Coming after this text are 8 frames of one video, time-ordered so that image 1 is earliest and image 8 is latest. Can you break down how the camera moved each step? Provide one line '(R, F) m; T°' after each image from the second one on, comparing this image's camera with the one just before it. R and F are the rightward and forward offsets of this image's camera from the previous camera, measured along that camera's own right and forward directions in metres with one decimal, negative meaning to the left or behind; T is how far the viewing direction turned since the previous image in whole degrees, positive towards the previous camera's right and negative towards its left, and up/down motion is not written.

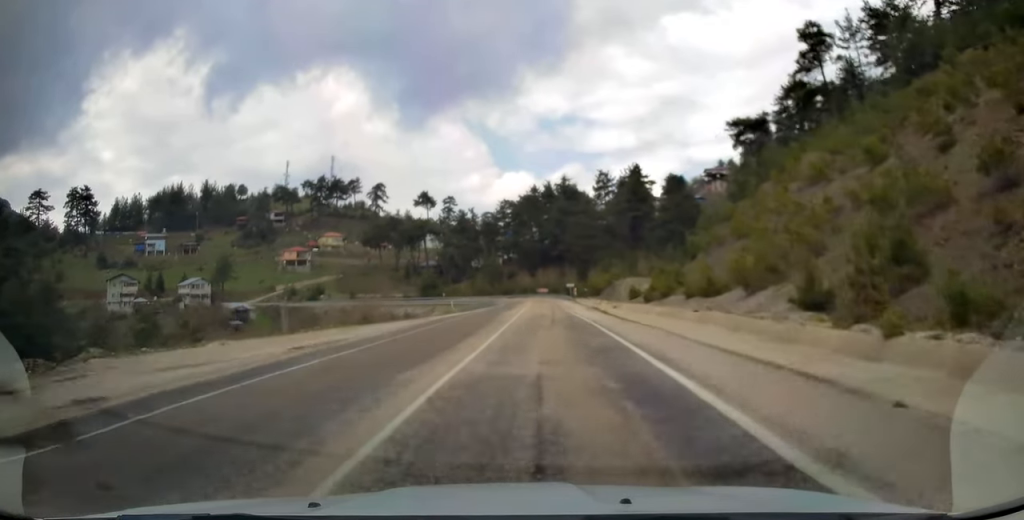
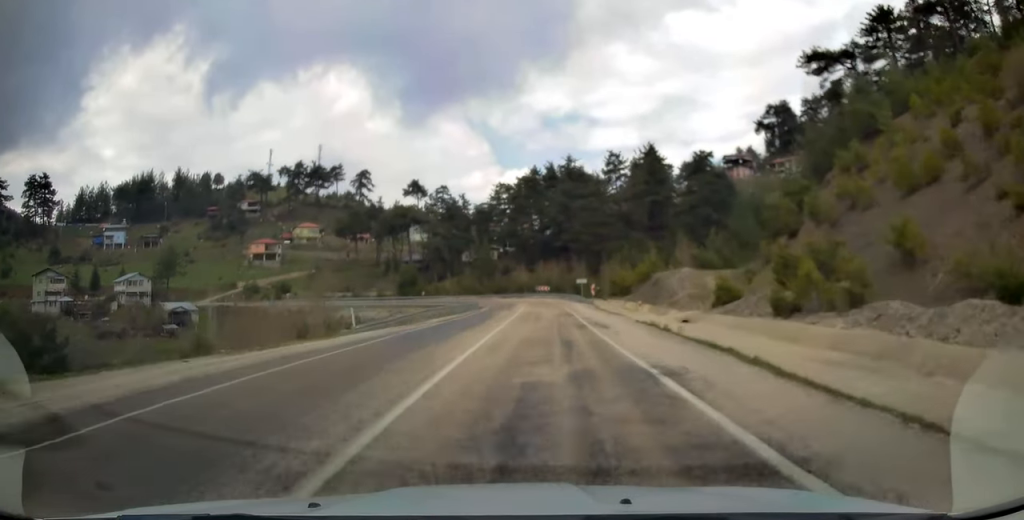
(+0.1, +29.3) m; 0°
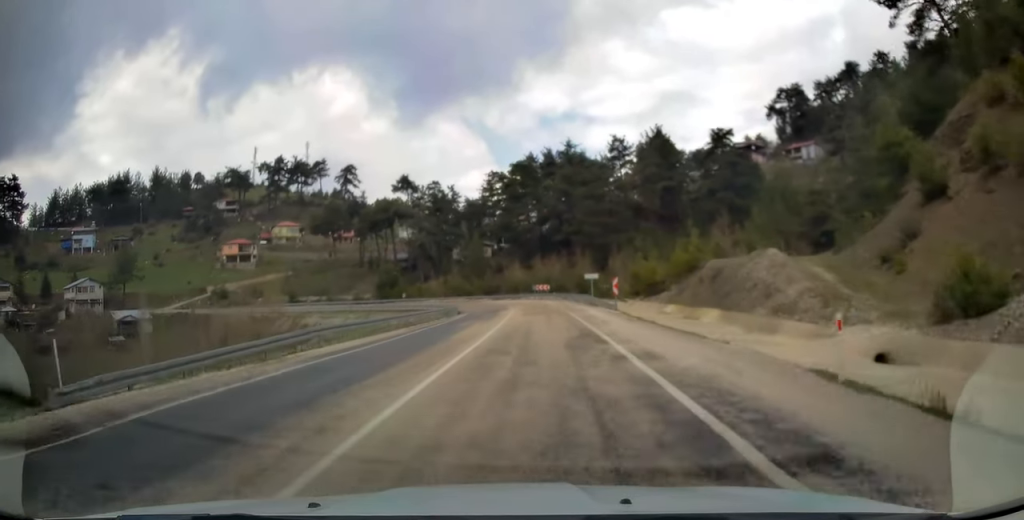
(-0.1, +17.6) m; 0°
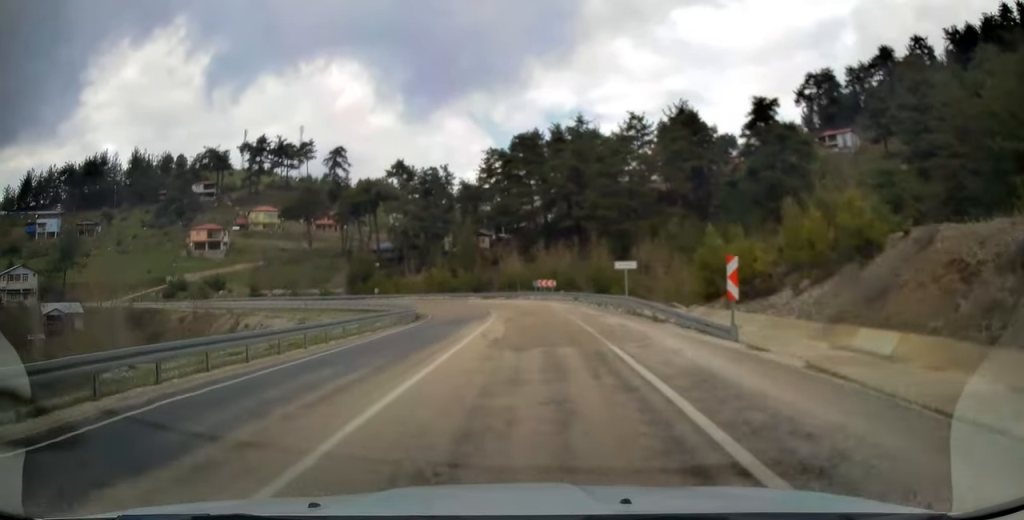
(0.0, +21.6) m; -1°
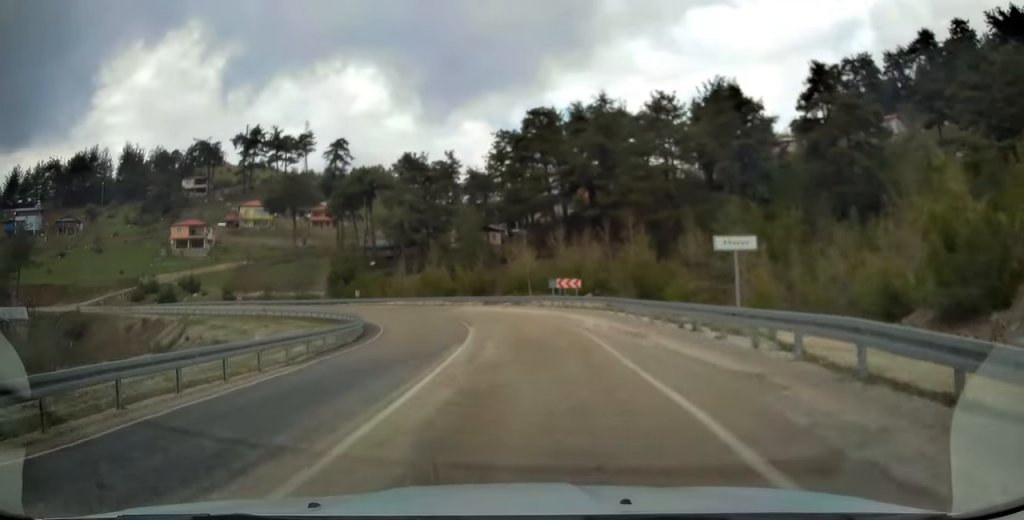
(-0.2, +17.2) m; -2°
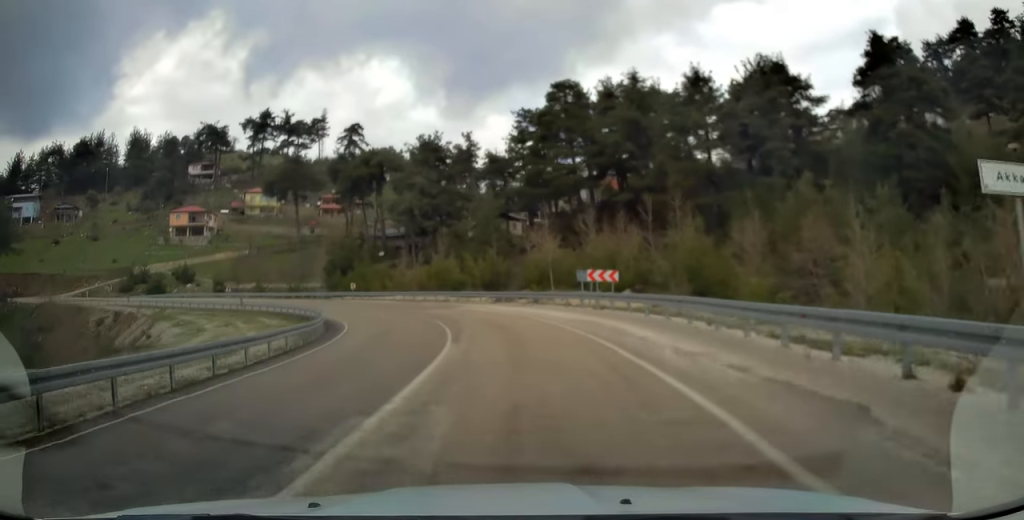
(0.0, +10.8) m; -3°
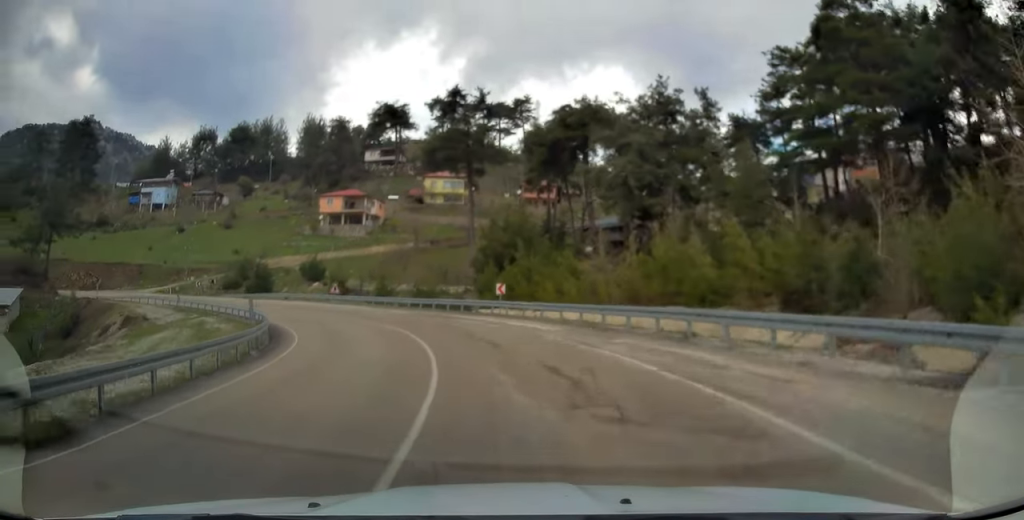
(-4.9, +32.7) m; -21°
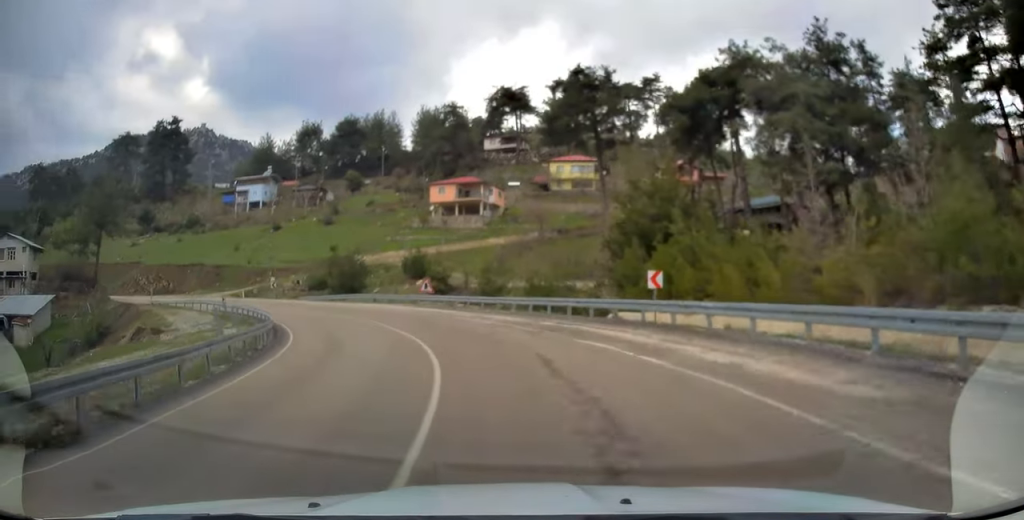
(-1.3, +14.2) m; -12°
